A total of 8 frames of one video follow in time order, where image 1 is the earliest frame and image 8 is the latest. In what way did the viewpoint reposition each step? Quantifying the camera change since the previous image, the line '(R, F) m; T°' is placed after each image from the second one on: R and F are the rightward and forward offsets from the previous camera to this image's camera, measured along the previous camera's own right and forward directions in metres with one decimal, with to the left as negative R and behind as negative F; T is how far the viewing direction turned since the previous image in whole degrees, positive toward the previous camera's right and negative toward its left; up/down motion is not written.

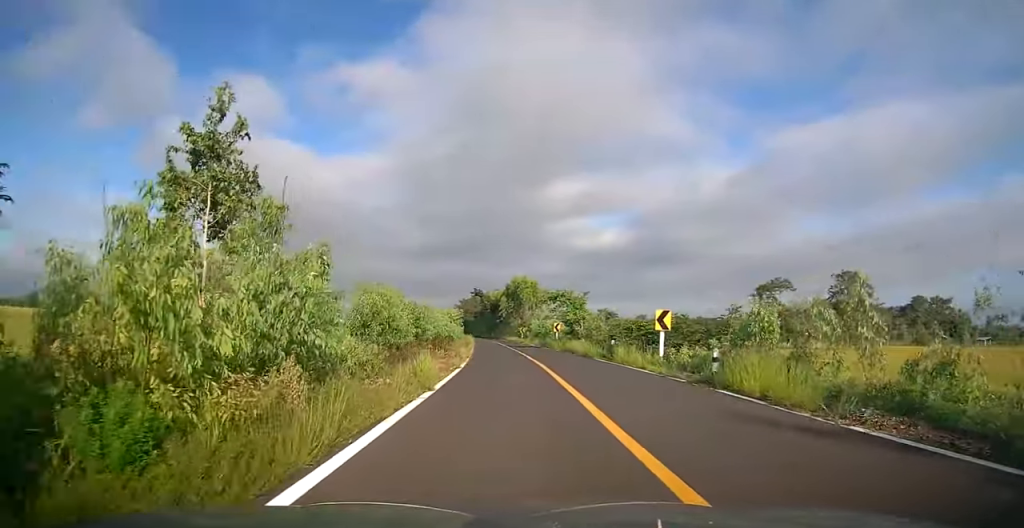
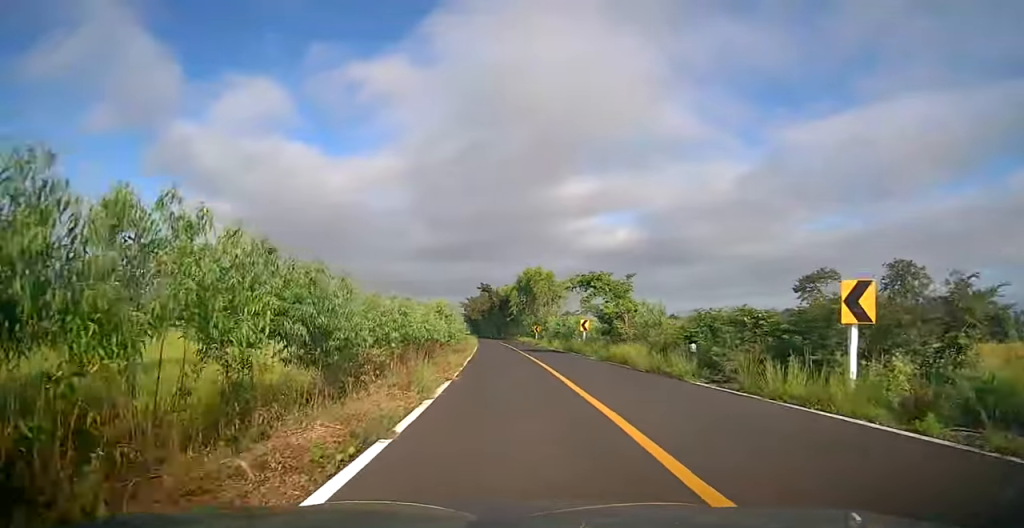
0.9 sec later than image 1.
(-0.5, +12.2) m; -1°
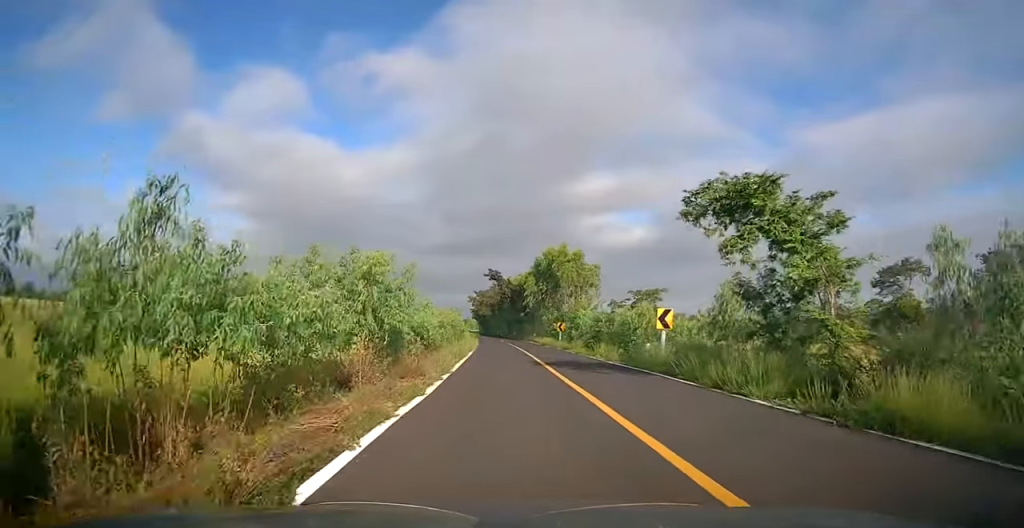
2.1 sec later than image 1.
(+0.2, +17.7) m; -1°
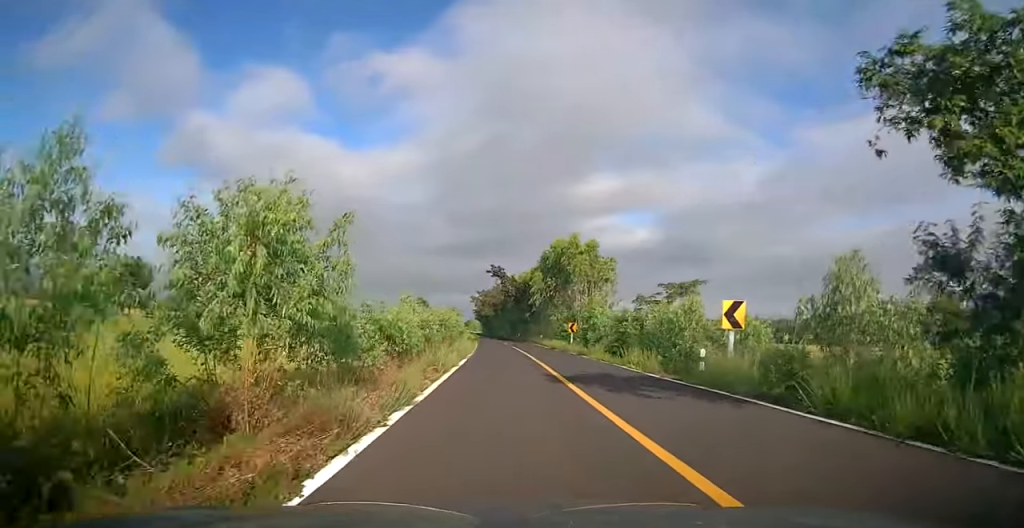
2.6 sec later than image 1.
(-0.2, +6.4) m; -1°
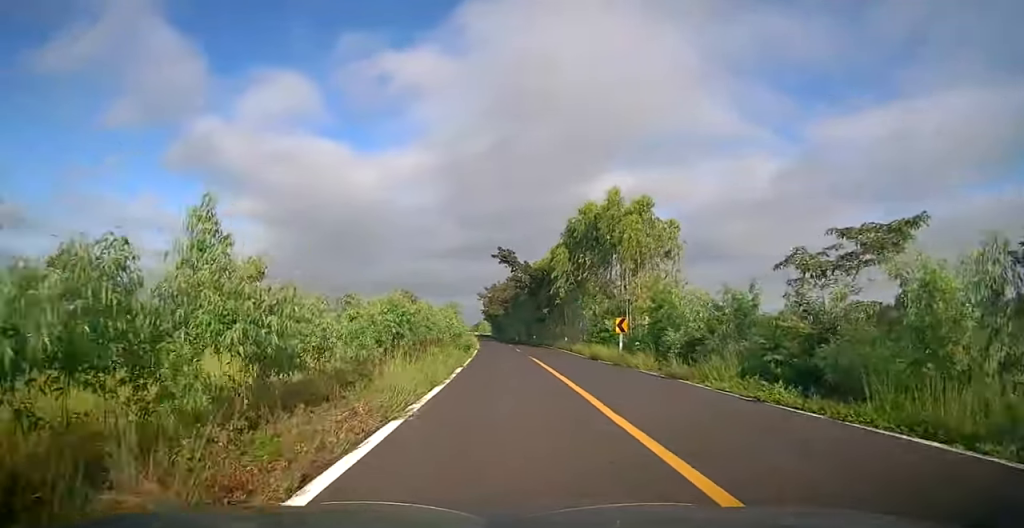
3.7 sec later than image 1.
(-0.2, +15.8) m; -2°
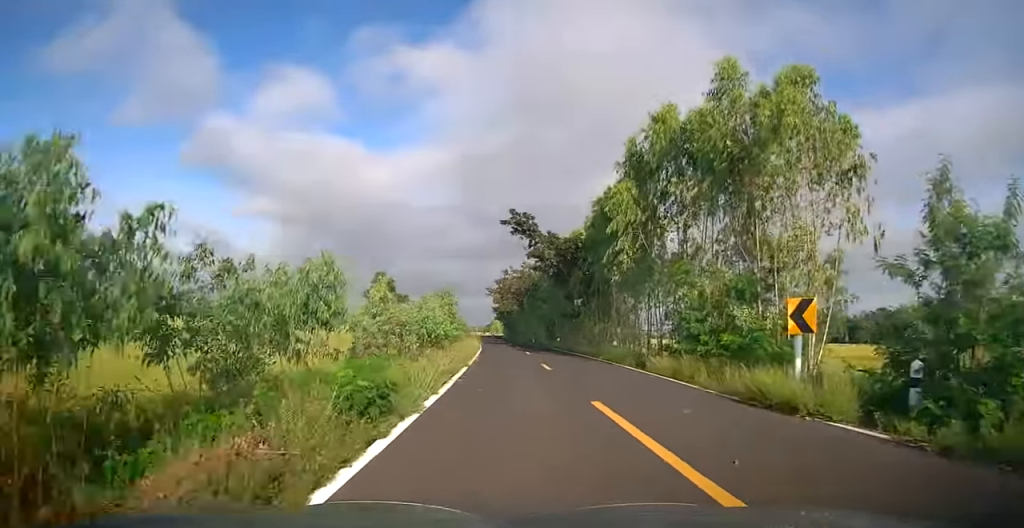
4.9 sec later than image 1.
(-0.3, +17.3) m; -1°
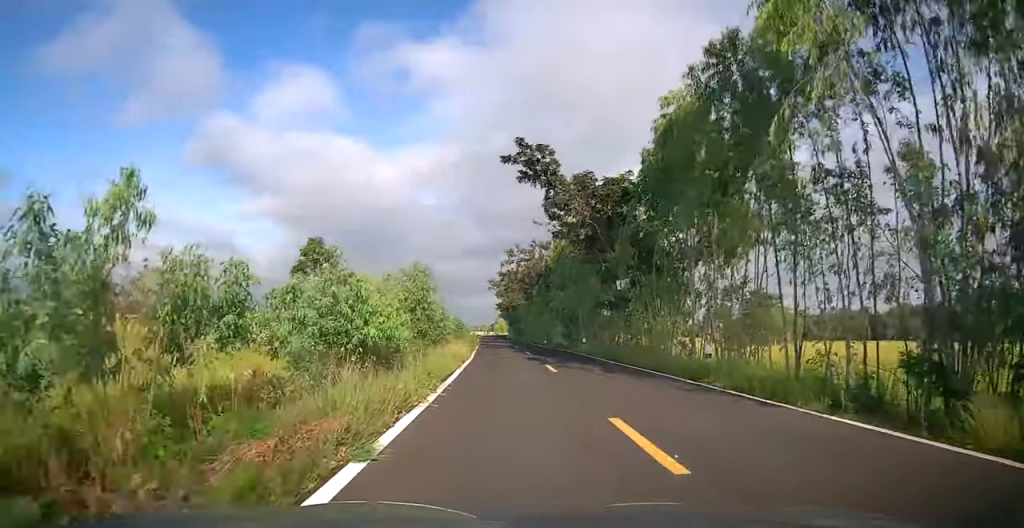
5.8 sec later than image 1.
(+0.1, +13.9) m; 0°
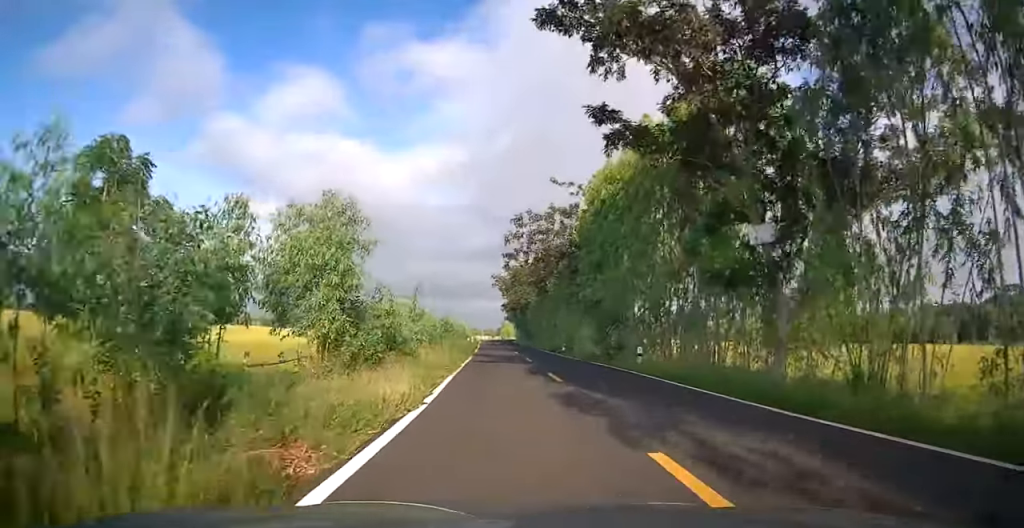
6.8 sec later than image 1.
(-0.2, +13.8) m; 0°
